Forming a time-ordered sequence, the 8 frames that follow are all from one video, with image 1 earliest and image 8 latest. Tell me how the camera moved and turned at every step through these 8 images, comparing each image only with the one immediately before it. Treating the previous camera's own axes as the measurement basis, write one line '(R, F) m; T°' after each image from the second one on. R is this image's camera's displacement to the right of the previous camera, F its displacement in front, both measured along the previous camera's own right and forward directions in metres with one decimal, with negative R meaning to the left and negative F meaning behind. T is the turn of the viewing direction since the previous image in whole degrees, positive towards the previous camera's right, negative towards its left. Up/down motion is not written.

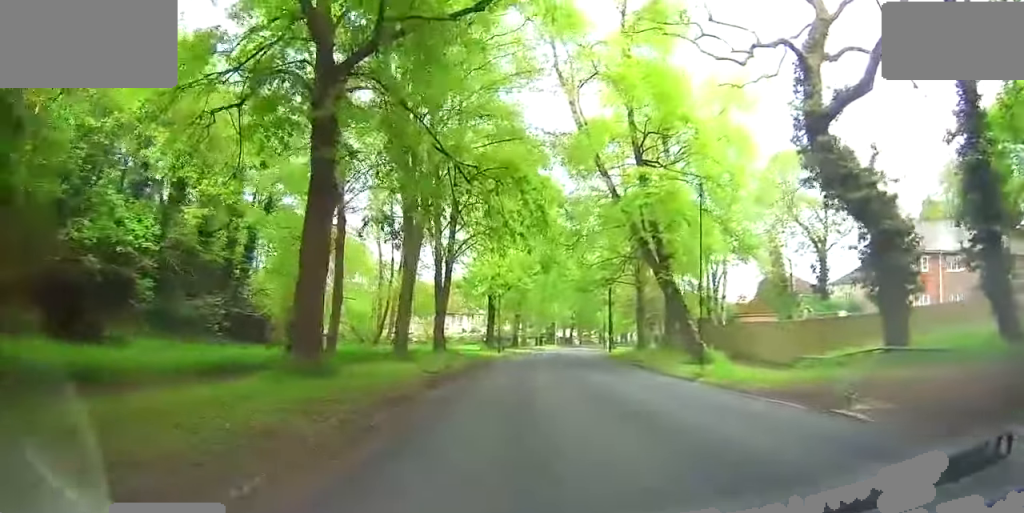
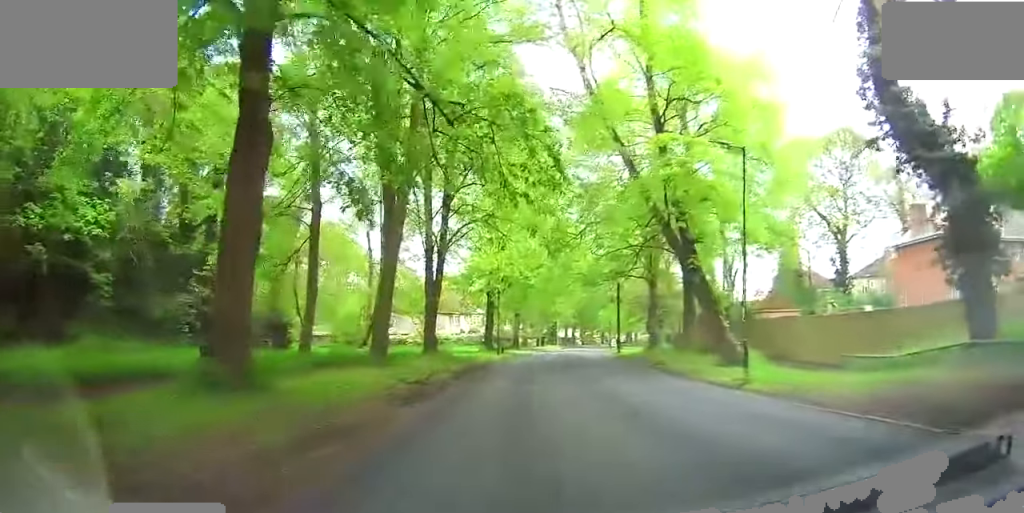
(-0.2, +6.5) m; -1°
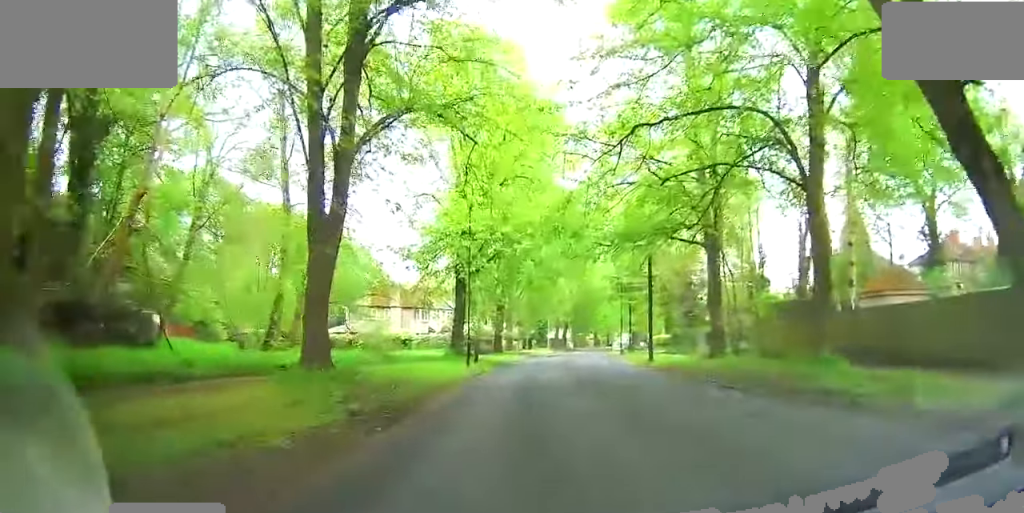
(-3.1, +24.5) m; -13°
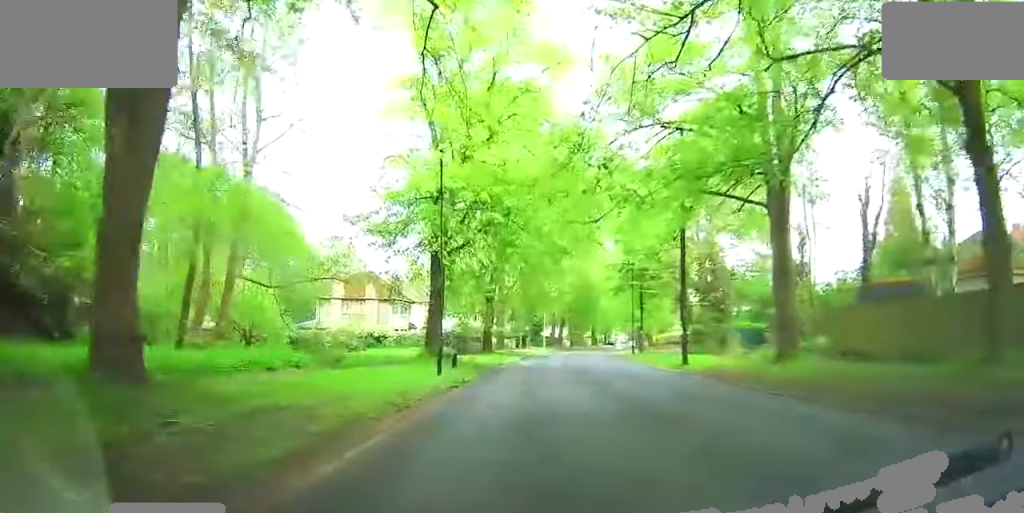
(+0.4, +11.1) m; -1°
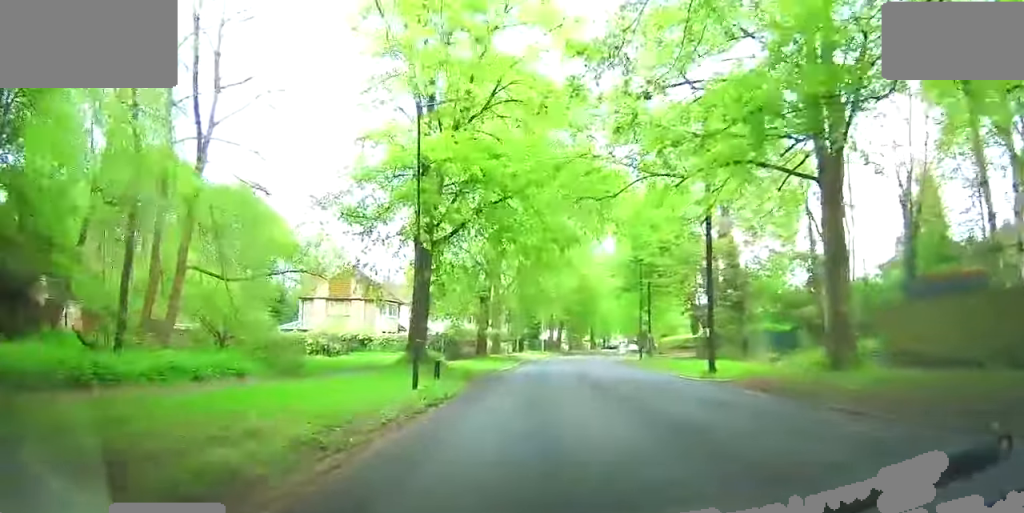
(-0.2, +5.3) m; -2°
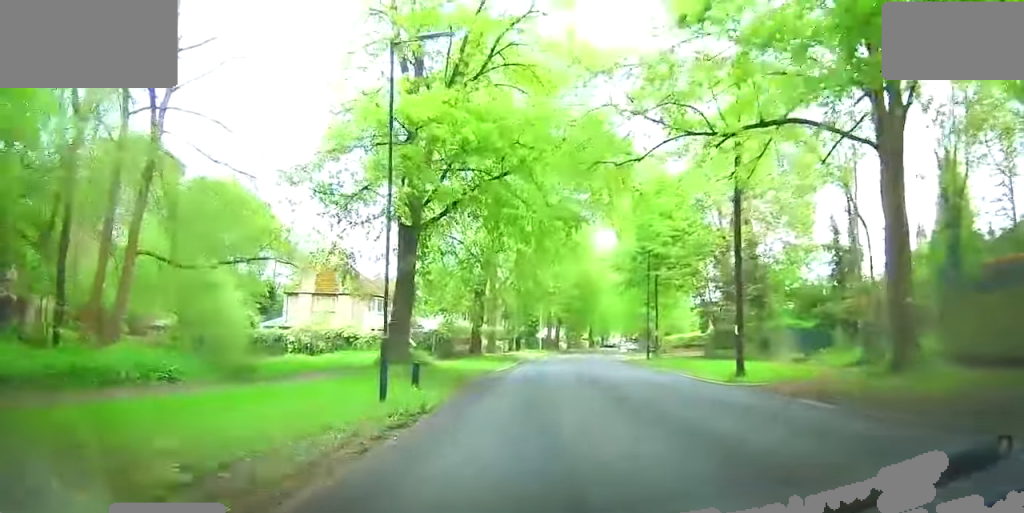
(-0.1, +4.3) m; -2°
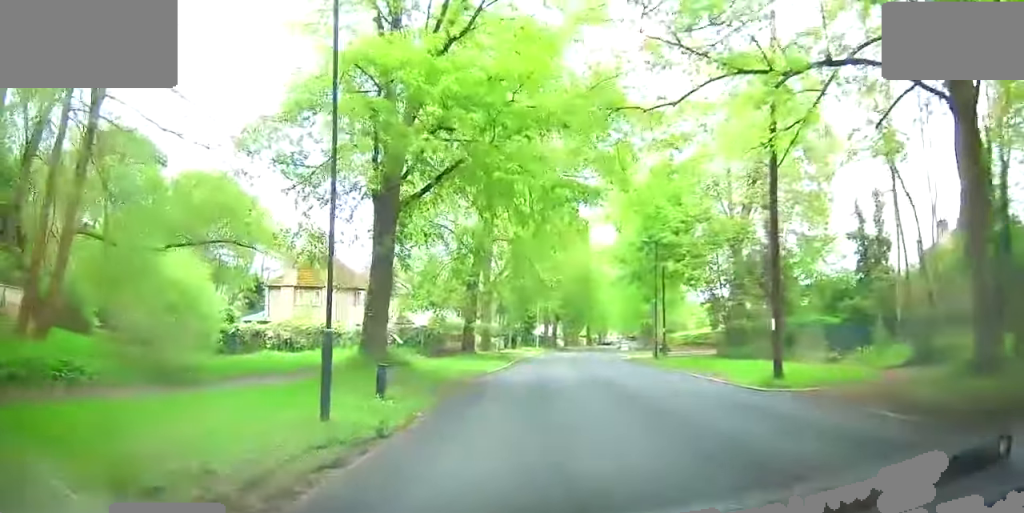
(0.0, +4.2) m; -2°
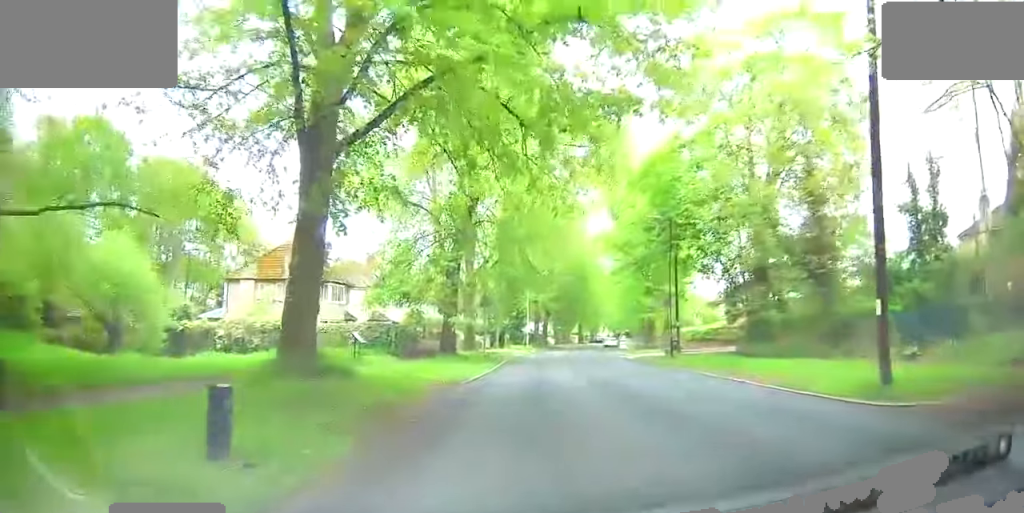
(-0.2, +7.4) m; -5°
